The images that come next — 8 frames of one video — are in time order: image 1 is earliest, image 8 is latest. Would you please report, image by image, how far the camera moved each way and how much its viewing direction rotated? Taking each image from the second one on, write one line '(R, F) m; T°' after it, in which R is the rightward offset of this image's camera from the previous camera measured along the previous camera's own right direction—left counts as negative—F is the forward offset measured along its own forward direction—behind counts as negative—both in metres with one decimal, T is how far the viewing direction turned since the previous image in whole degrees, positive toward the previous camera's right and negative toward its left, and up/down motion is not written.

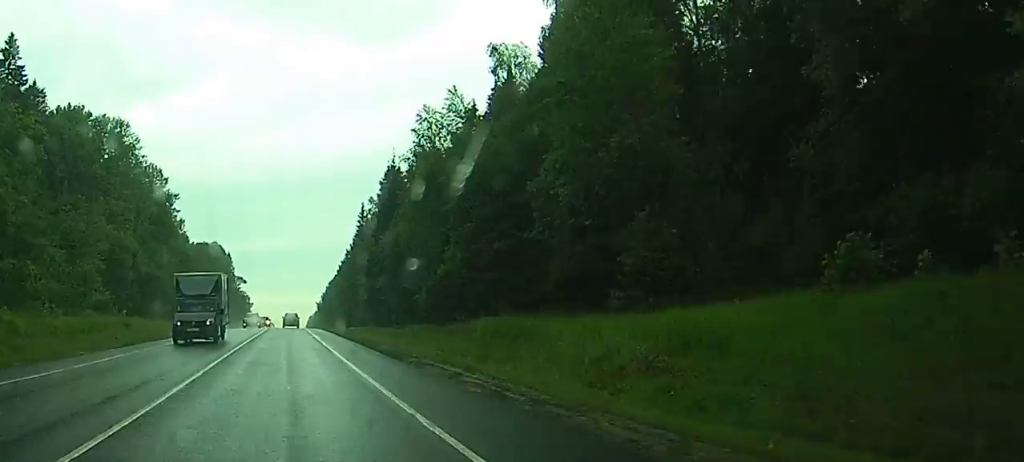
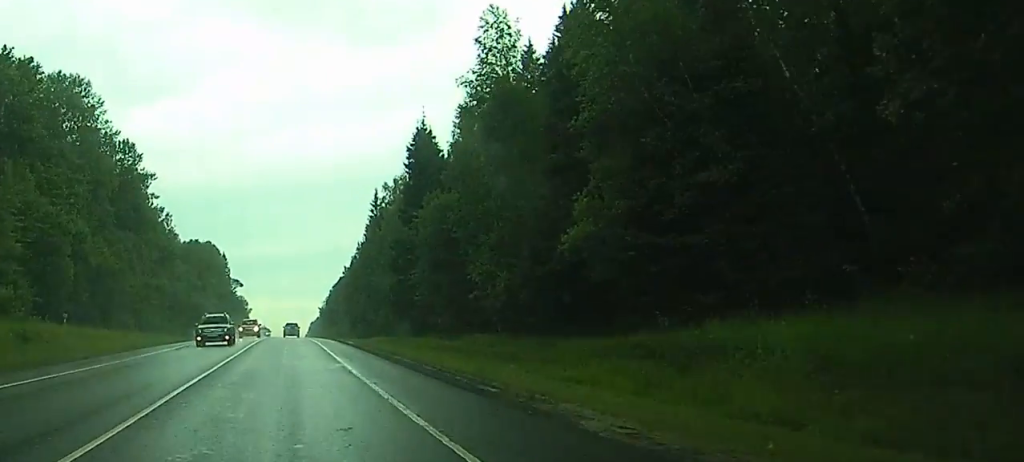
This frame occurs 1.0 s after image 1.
(0.0, +26.5) m; 0°
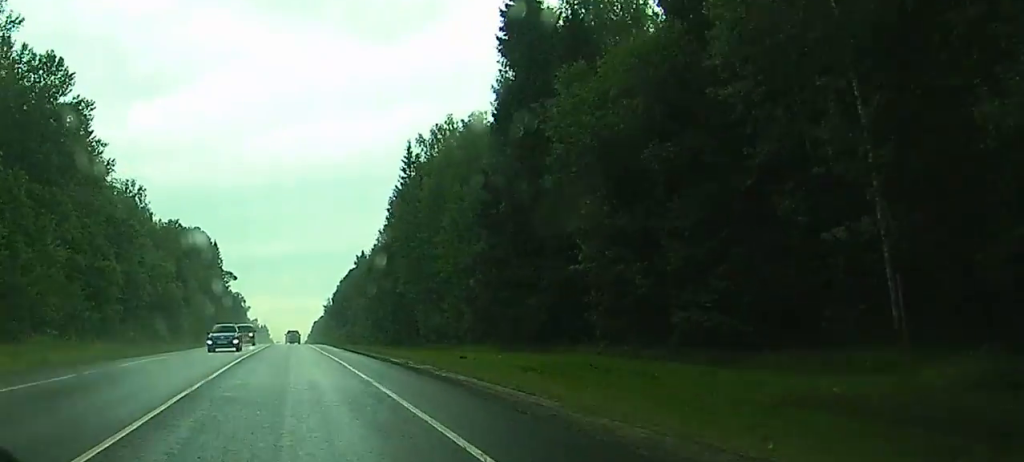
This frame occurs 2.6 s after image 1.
(0.0, +40.4) m; 0°
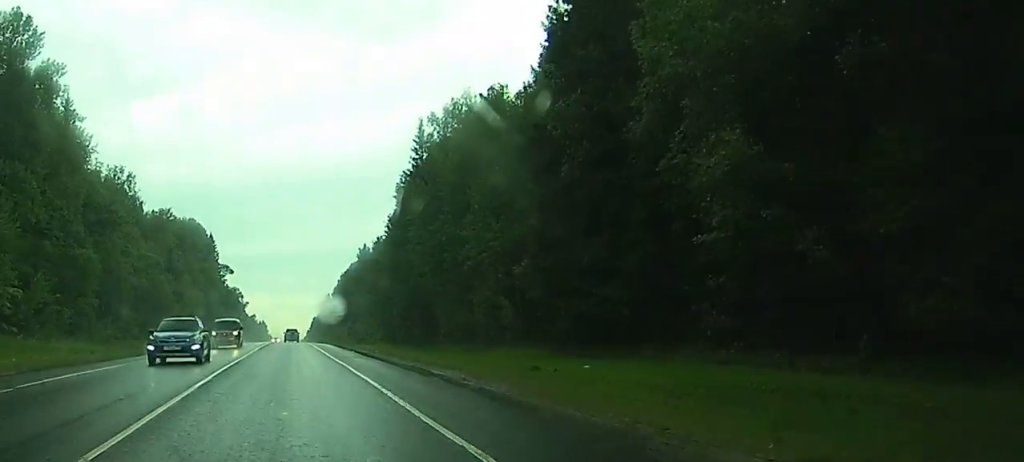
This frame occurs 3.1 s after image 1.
(0.0, +10.8) m; 0°
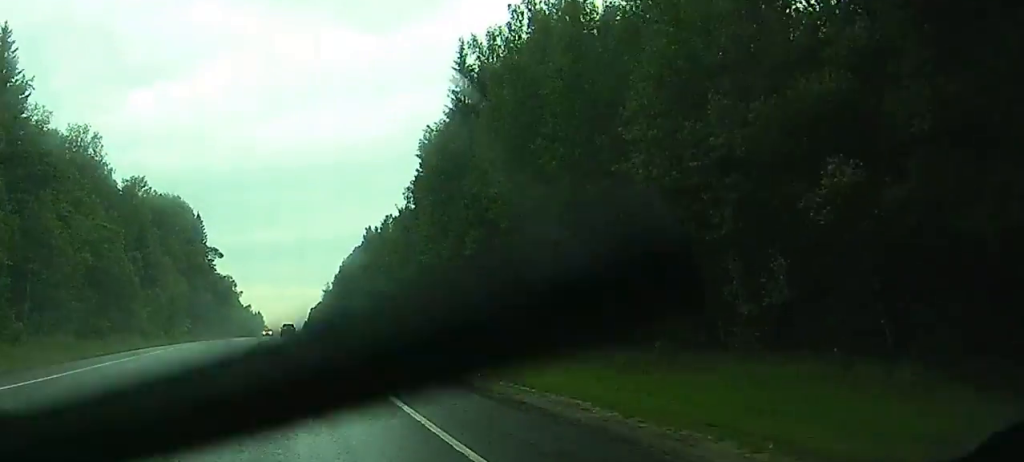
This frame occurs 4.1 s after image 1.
(0.0, +26.4) m; 0°
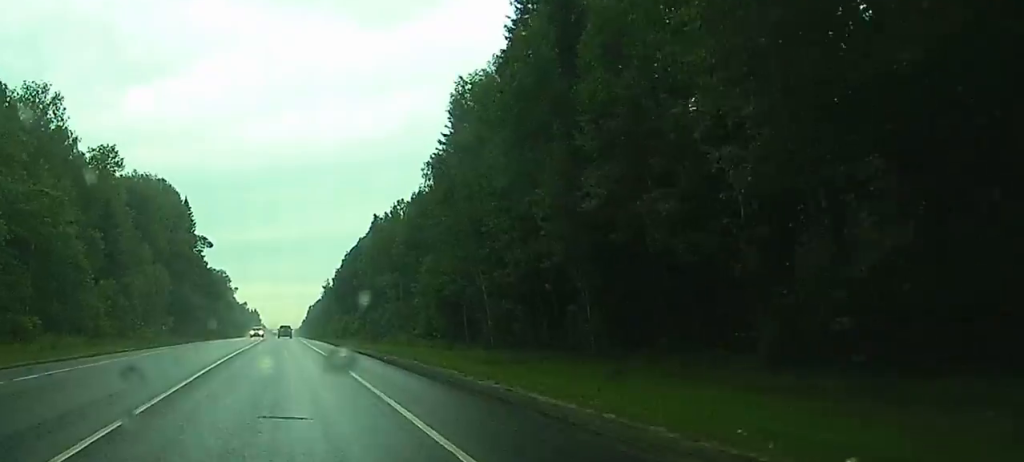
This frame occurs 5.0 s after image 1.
(0.0, +22.2) m; 0°
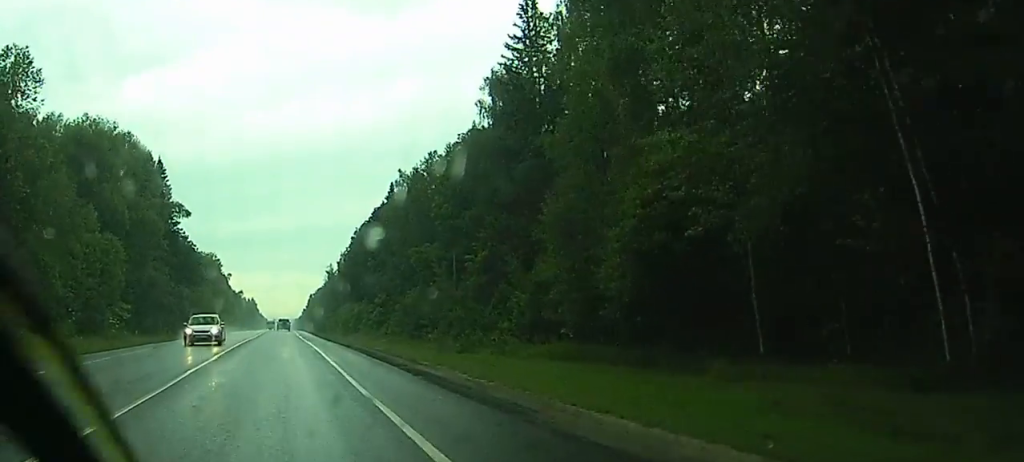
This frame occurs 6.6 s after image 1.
(-0.1, +38.6) m; 0°
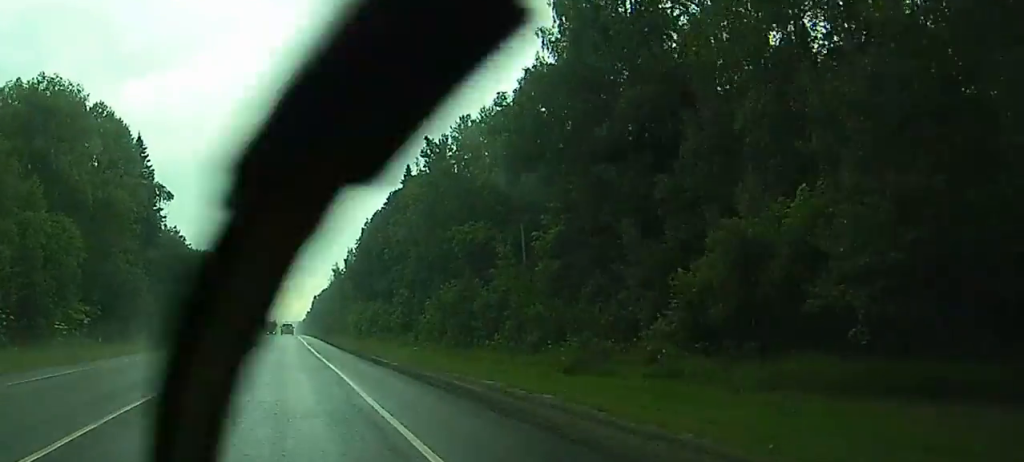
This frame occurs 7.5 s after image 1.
(0.0, +23.1) m; -1°
